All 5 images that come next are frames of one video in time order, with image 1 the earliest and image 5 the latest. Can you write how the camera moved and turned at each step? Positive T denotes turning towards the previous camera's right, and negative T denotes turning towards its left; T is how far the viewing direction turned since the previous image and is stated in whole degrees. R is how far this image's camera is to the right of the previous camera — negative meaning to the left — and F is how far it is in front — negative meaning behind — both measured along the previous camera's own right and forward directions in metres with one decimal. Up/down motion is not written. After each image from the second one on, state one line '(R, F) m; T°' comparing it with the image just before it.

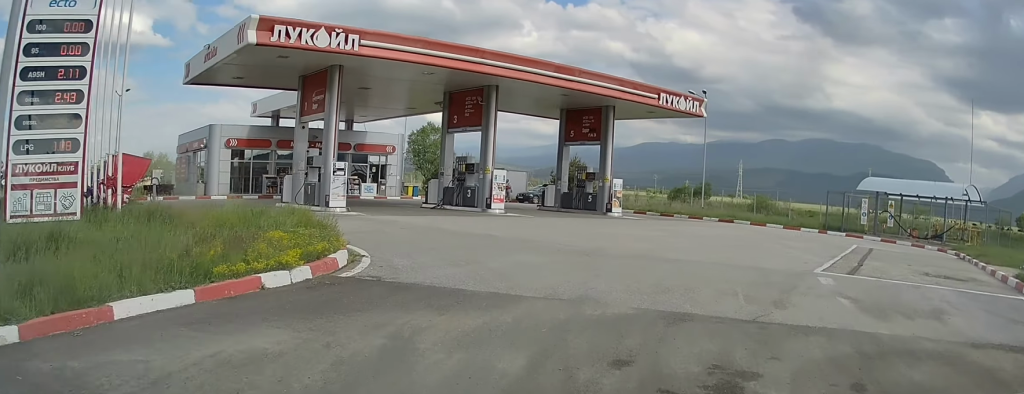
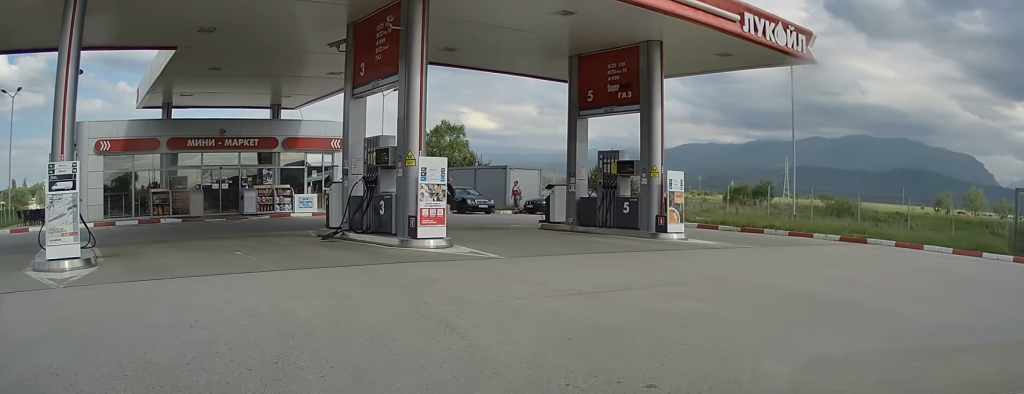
(+1.9, +14.9) m; -2°
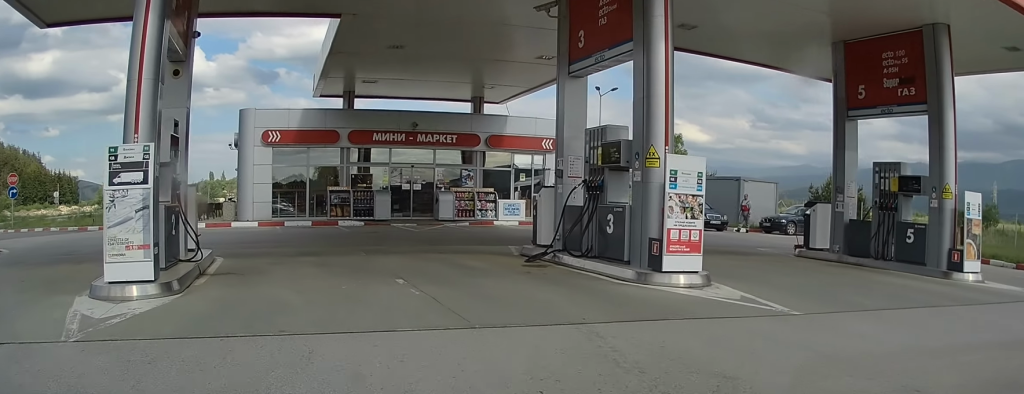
(-0.2, +4.3) m; -10°
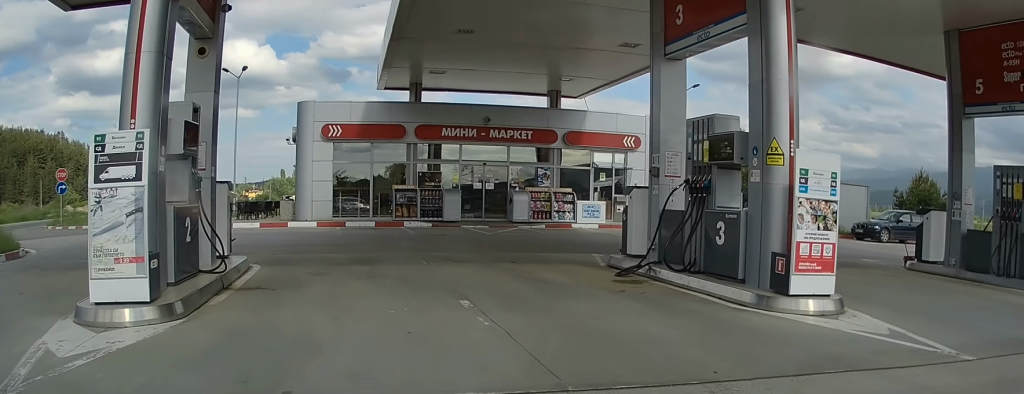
(-0.2, +1.9) m; -6°
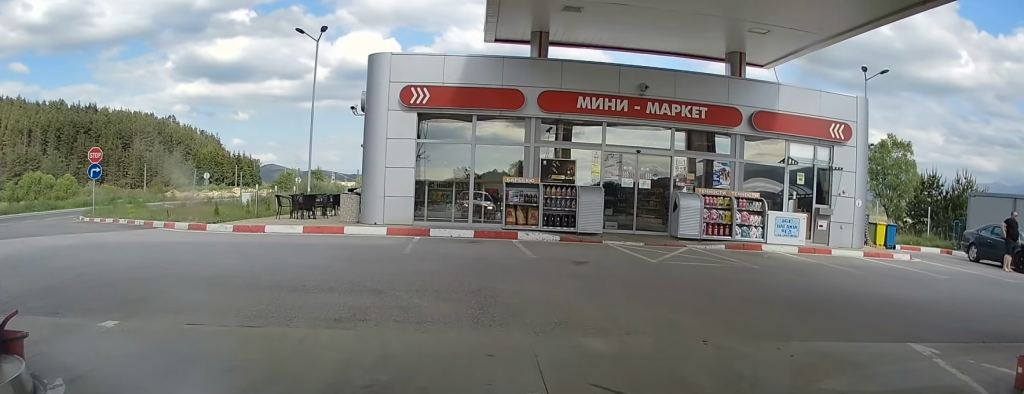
(-2.1, +7.5) m; -22°
